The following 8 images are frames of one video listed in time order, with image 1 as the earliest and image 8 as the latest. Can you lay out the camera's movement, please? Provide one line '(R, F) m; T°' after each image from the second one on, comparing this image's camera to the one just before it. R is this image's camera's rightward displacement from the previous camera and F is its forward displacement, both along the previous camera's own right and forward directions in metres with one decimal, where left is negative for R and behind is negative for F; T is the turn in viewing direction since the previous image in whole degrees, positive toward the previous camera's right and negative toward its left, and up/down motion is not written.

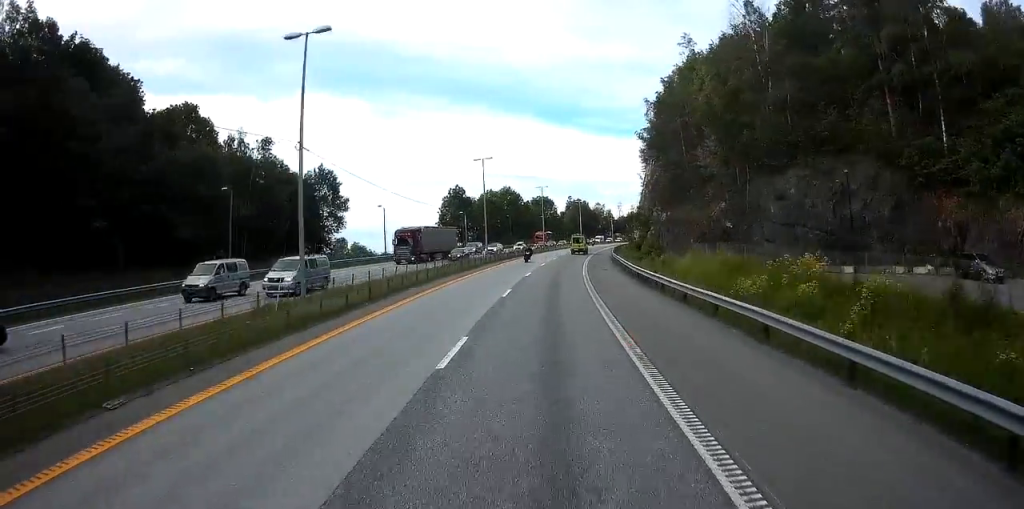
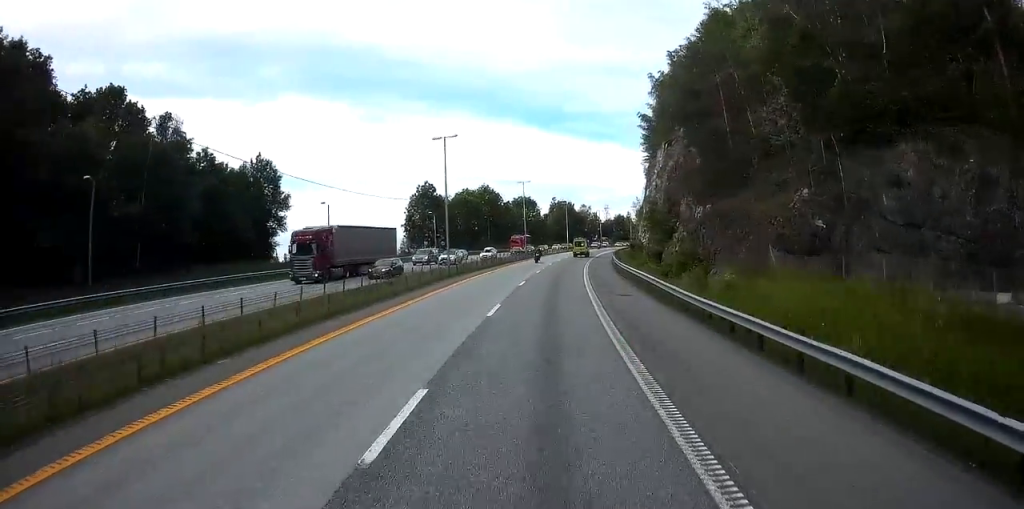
(+0.3, +16.7) m; +1°
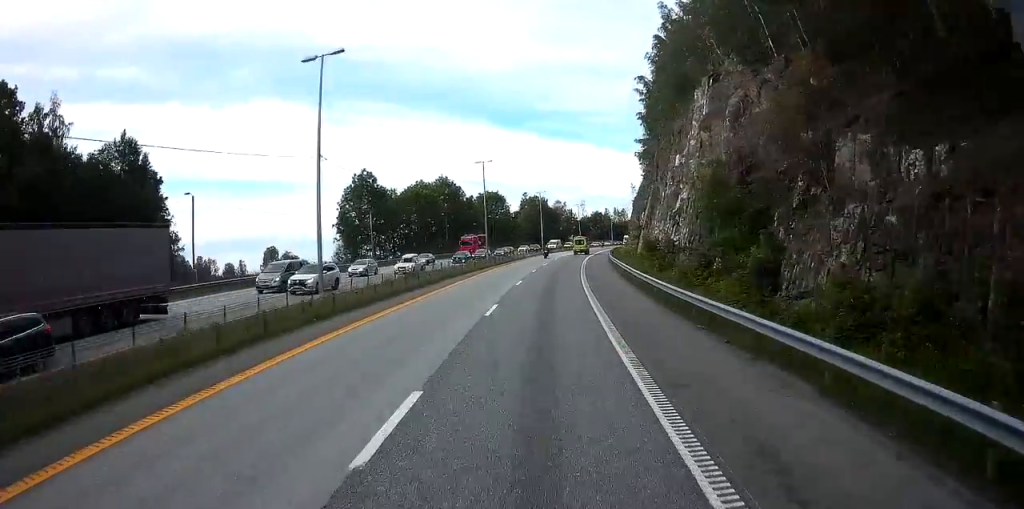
(+0.4, +24.3) m; +2°
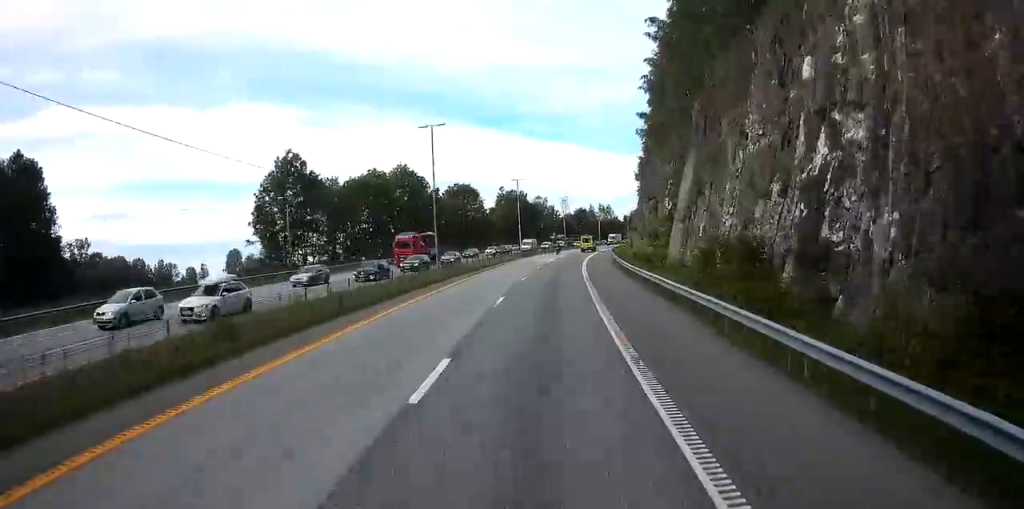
(+0.5, +22.0) m; +2°
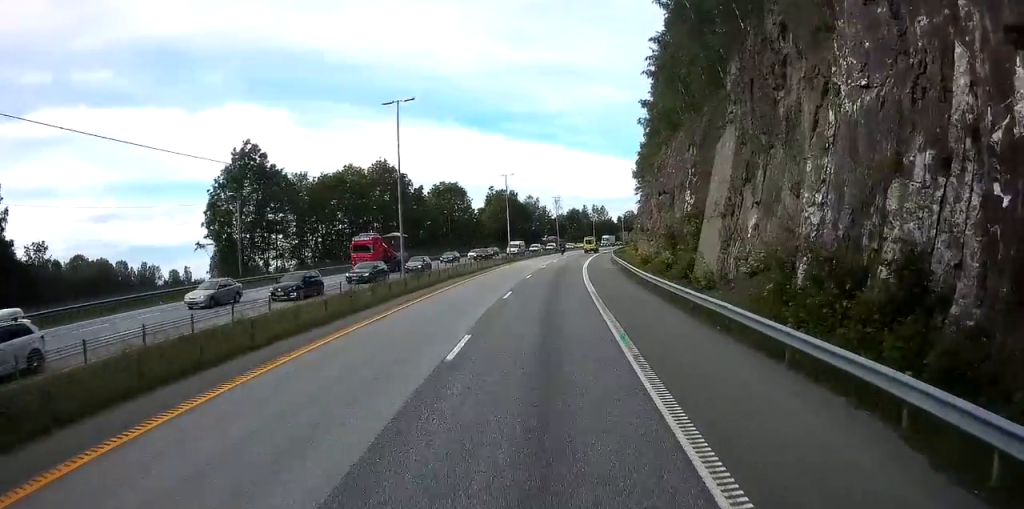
(+0.1, +9.1) m; +1°
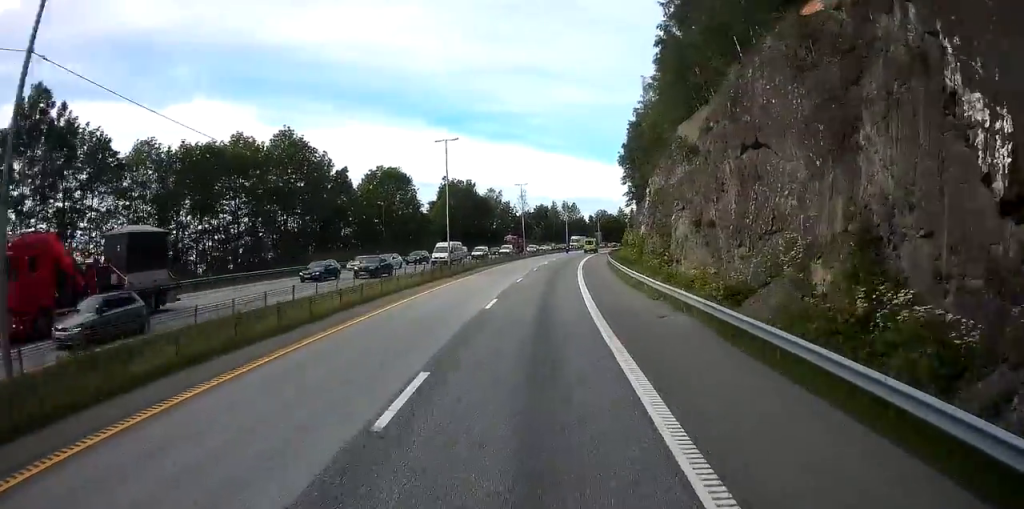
(+0.5, +28.5) m; +3°
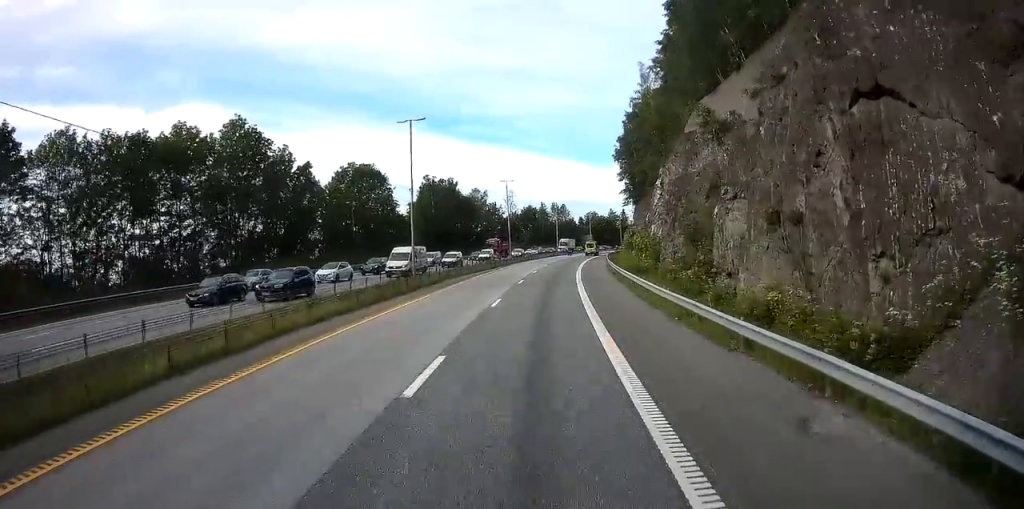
(+0.4, +10.5) m; +1°
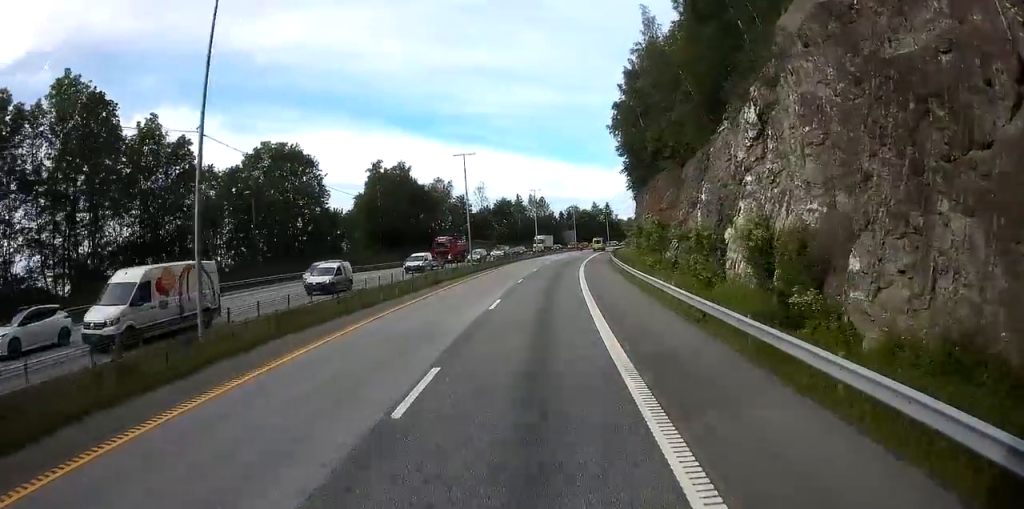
(+0.4, +25.5) m; +2°
